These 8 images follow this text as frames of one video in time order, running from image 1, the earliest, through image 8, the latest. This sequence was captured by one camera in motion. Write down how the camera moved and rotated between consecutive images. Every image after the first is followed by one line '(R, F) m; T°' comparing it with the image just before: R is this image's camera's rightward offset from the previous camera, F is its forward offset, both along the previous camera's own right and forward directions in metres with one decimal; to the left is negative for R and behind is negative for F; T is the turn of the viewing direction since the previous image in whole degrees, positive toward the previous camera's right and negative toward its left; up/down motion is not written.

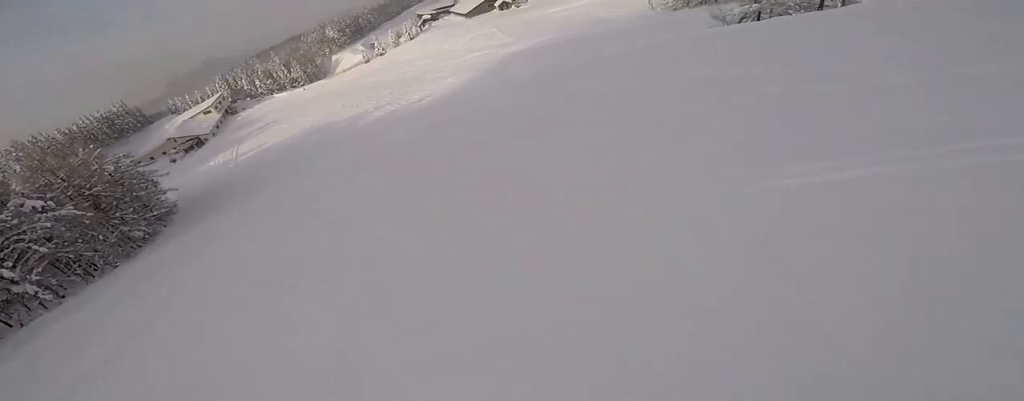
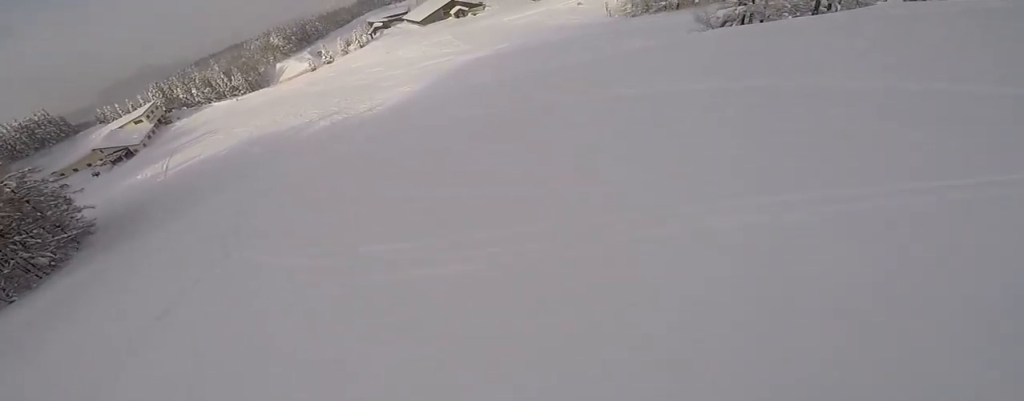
(+1.6, +4.8) m; +3°
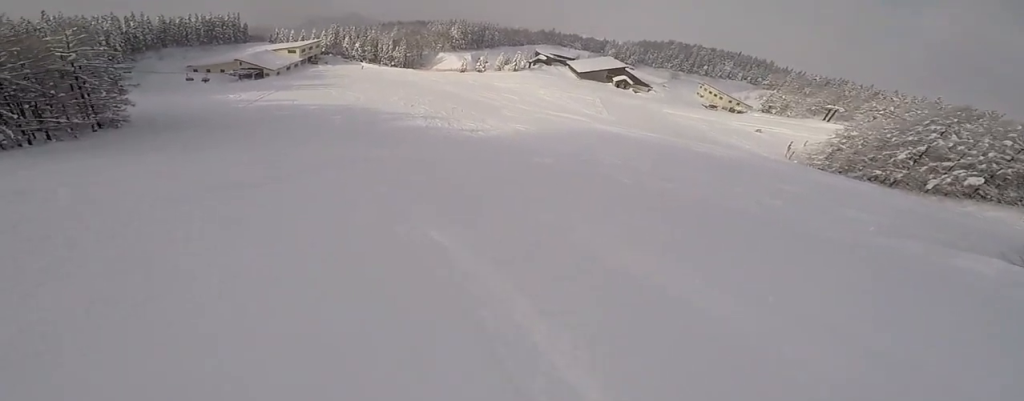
(-4.3, +15.6) m; -21°
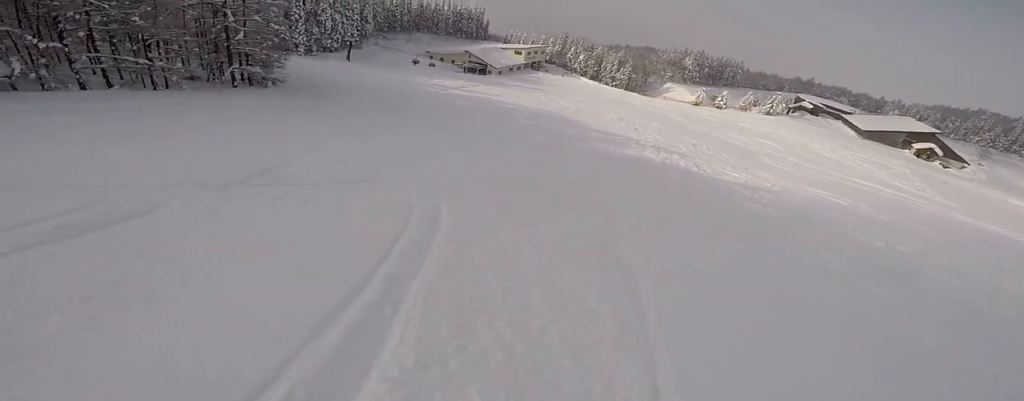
(-7.0, +27.2) m; -23°
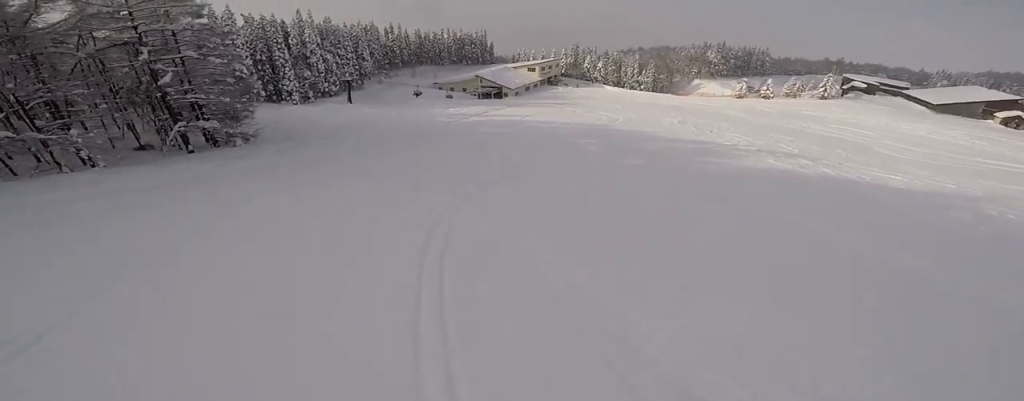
(0.0, +12.2) m; 0°
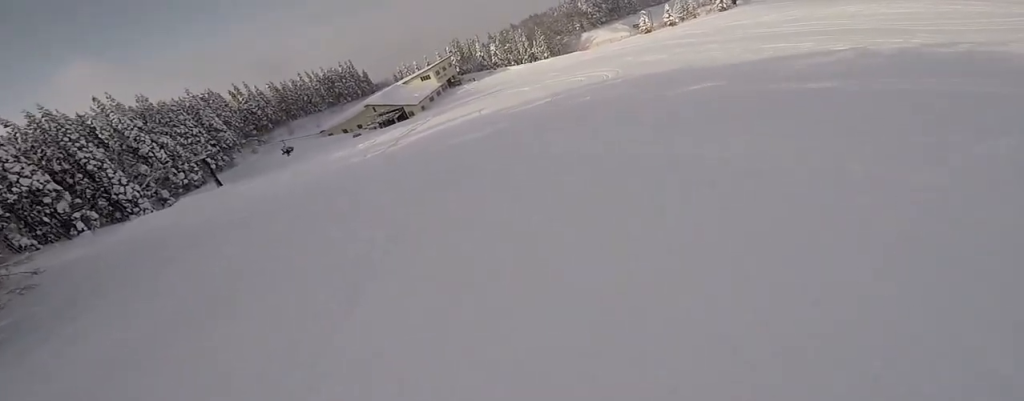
(+1.9, +19.6) m; +22°
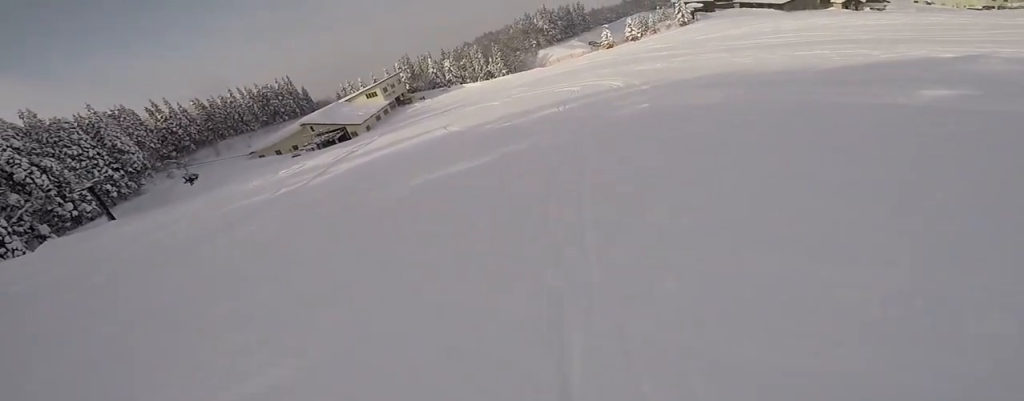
(+0.9, +9.2) m; +14°
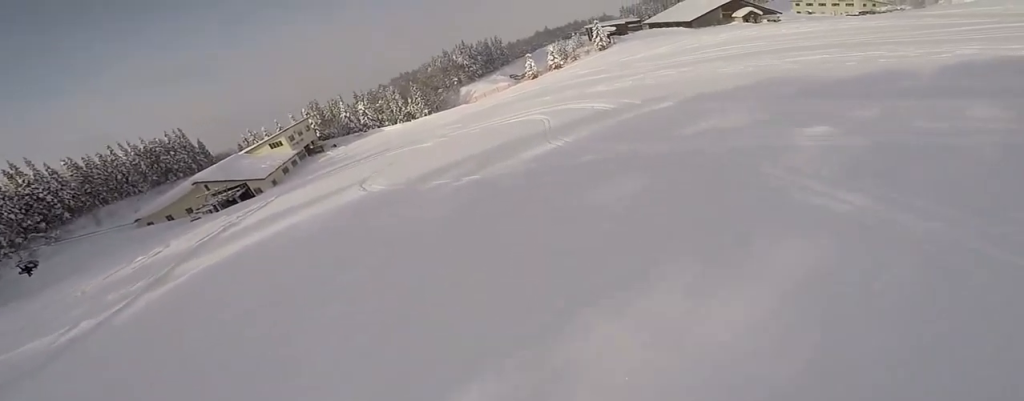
(+1.5, +8.3) m; +7°
